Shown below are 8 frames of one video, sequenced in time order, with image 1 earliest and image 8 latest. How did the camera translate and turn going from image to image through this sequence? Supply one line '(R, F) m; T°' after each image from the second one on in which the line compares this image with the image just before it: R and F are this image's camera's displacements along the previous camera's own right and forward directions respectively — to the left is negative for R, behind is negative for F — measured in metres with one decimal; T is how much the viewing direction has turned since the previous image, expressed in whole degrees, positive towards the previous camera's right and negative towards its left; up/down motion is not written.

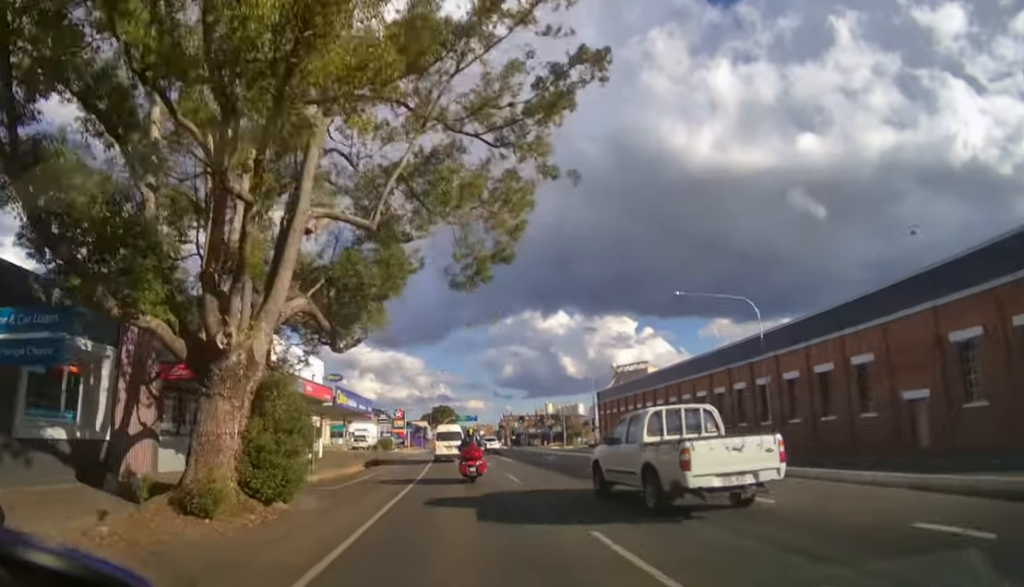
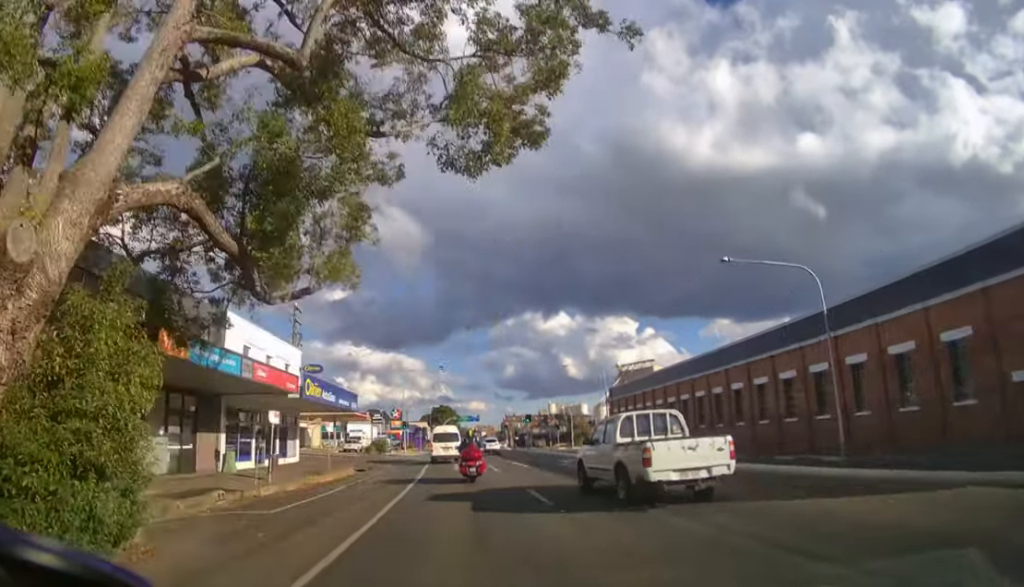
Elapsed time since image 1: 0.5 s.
(0.0, +6.2) m; 0°
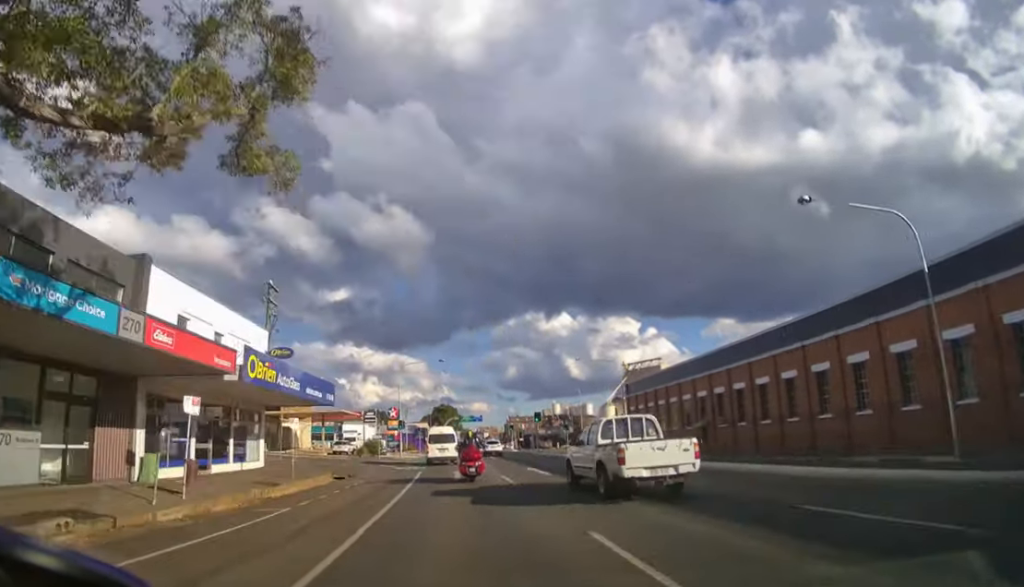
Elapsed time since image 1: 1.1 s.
(0.0, +6.3) m; 0°
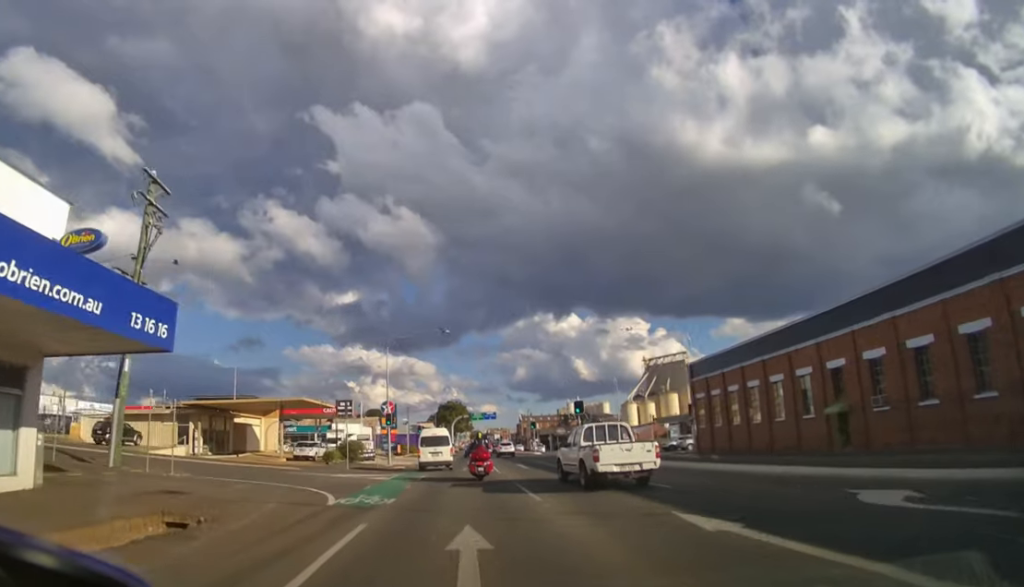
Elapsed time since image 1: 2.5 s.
(-0.1, +13.7) m; -1°
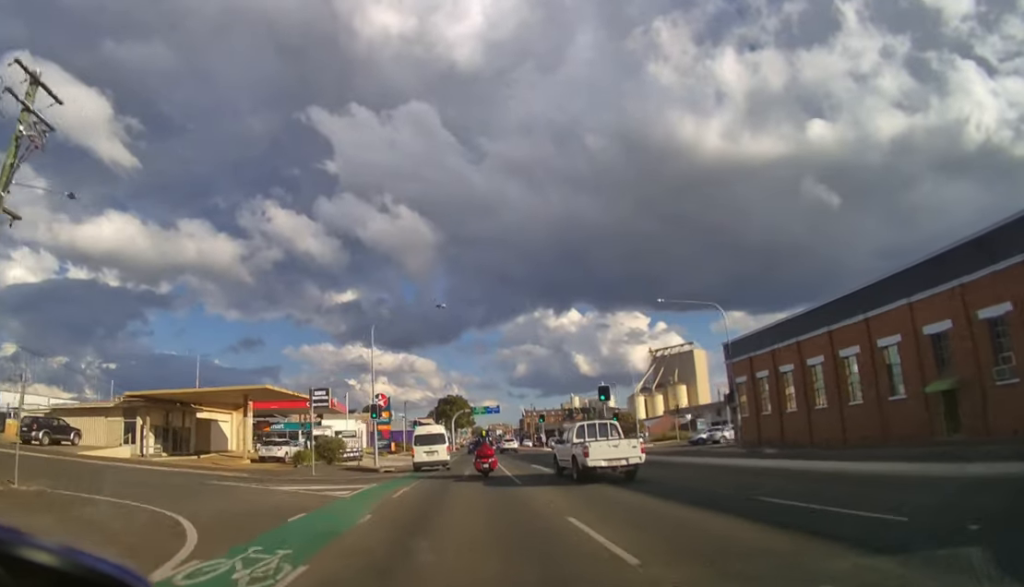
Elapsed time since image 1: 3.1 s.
(0.0, +6.2) m; 0°
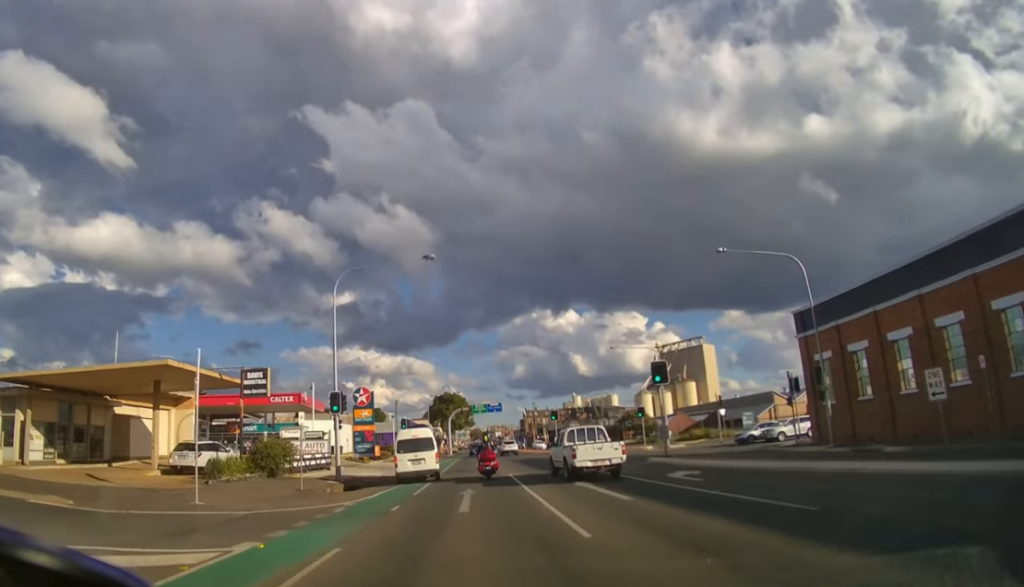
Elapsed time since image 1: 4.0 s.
(-0.1, +9.1) m; 0°
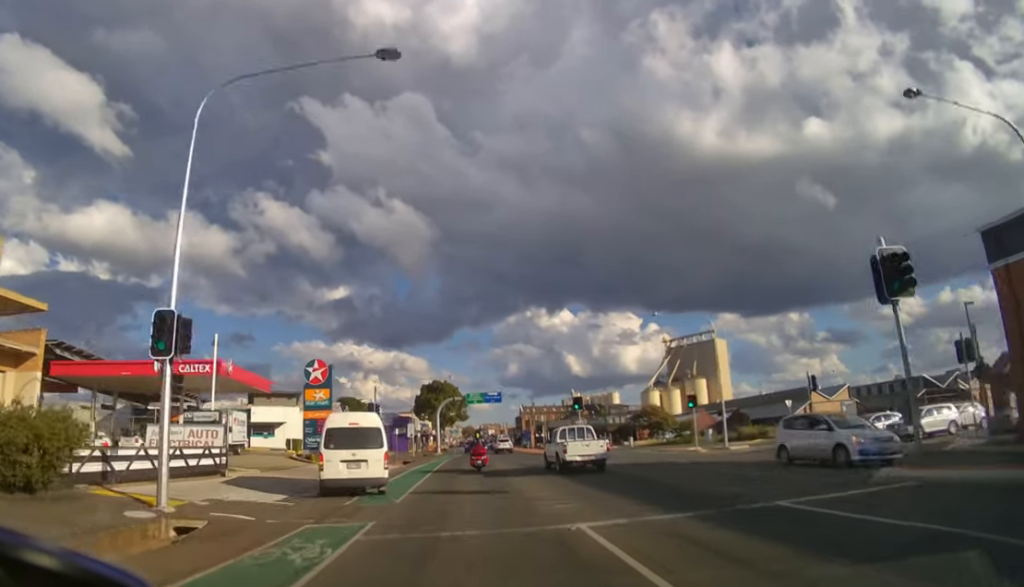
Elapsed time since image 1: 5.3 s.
(+0.2, +13.6) m; +1°
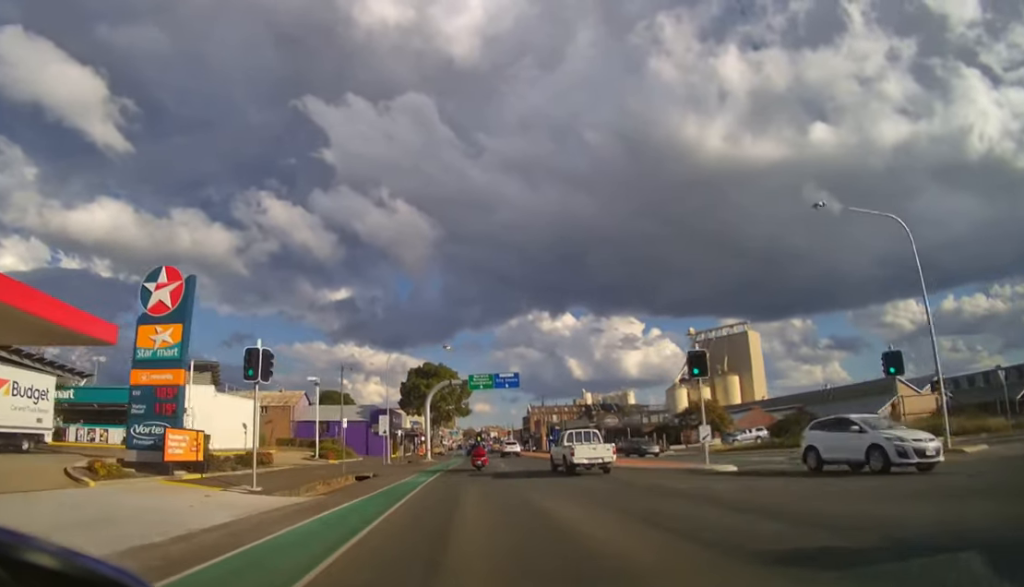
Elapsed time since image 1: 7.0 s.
(-0.1, +19.6) m; 0°
